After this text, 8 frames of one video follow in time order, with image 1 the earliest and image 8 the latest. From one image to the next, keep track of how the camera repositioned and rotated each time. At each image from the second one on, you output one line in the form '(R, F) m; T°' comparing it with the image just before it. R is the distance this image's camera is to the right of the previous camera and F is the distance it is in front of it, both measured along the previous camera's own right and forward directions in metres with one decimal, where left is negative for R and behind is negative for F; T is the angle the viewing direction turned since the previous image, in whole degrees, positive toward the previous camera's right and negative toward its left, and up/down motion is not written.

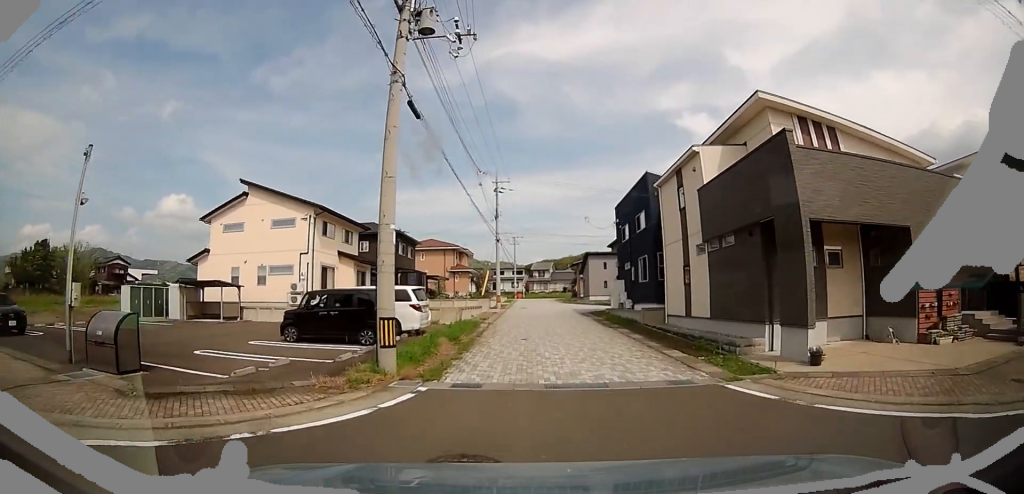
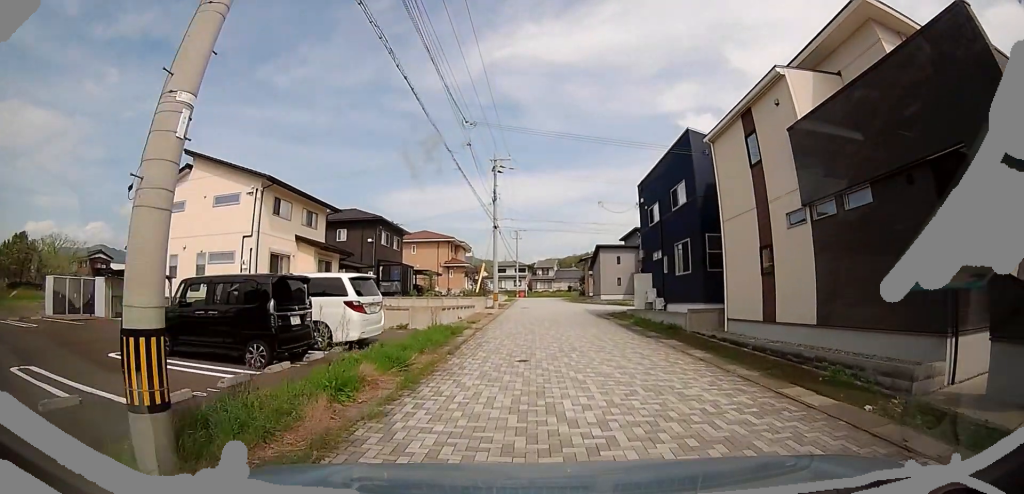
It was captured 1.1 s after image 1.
(+0.2, +5.4) m; +4°
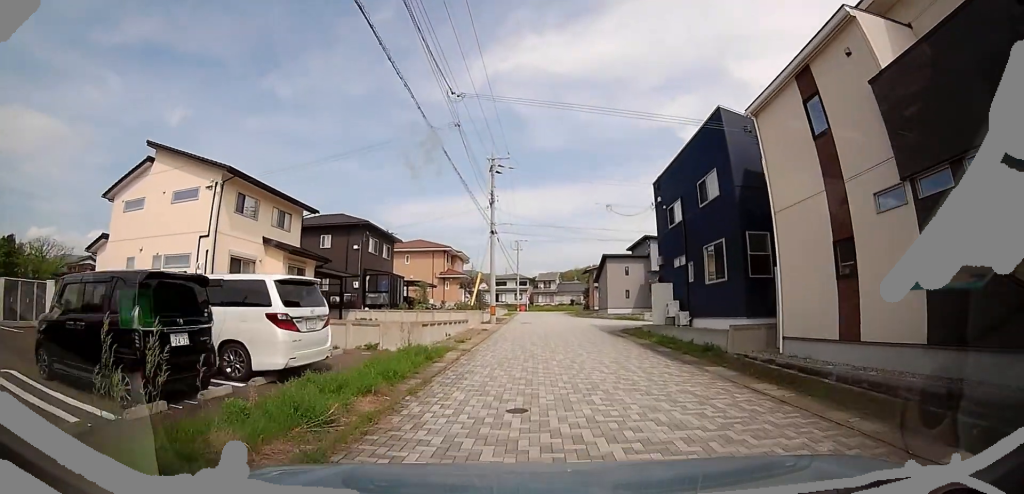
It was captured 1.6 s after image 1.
(+0.1, +3.1) m; +1°
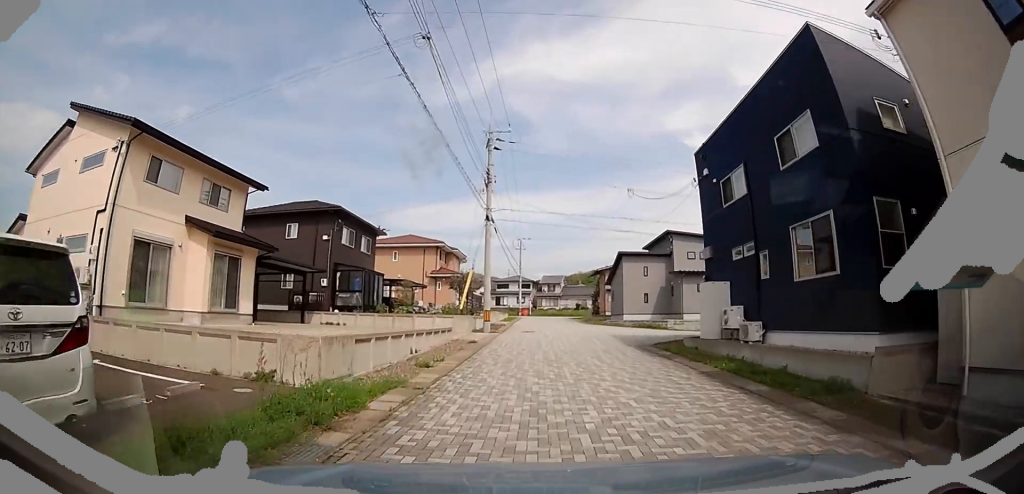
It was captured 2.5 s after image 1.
(+0.1, +4.9) m; -1°
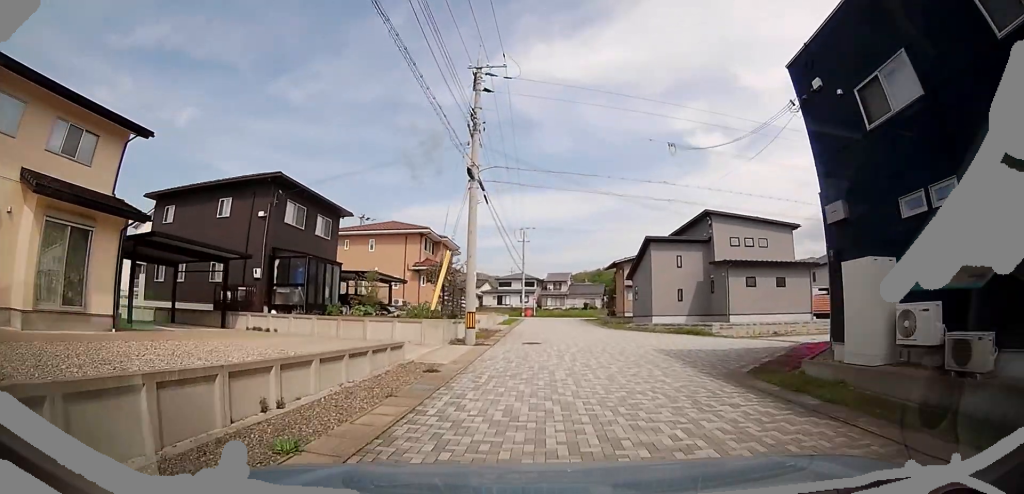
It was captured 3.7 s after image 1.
(-0.2, +5.7) m; -2°
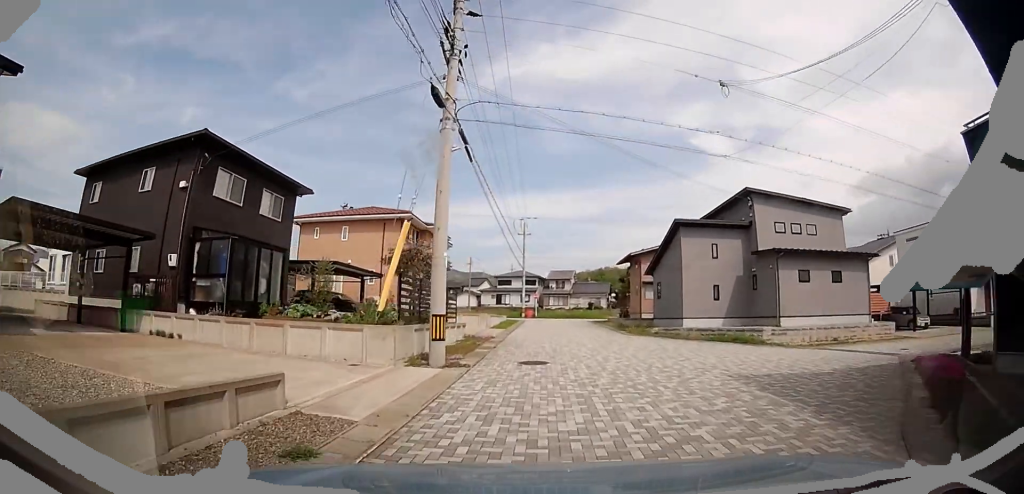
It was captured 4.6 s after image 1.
(+0.1, +3.8) m; +5°
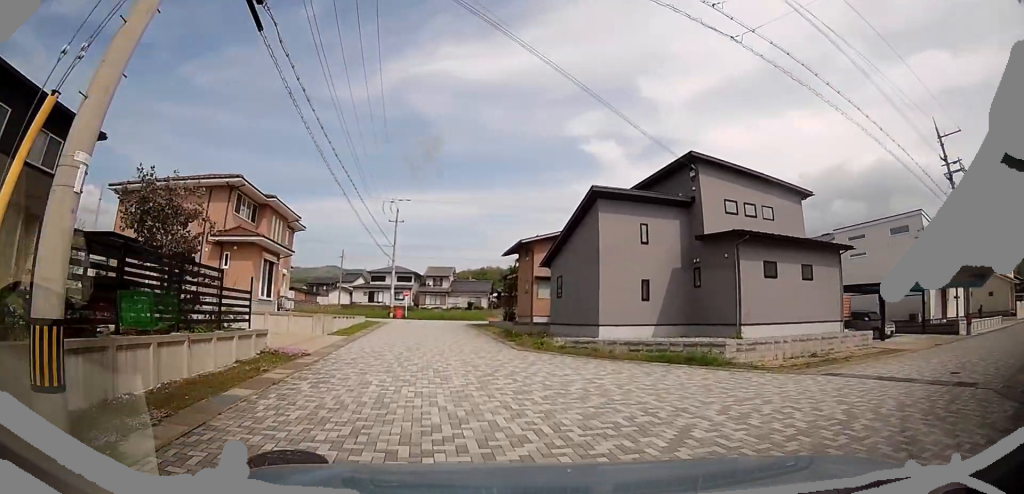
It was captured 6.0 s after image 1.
(+0.5, +5.3) m; +16°
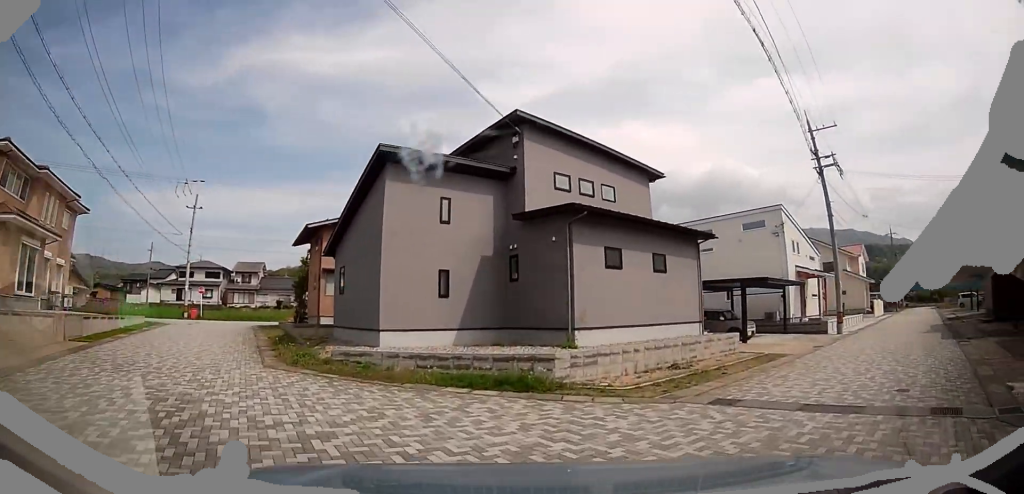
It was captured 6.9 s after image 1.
(+0.4, +3.0) m; +19°
